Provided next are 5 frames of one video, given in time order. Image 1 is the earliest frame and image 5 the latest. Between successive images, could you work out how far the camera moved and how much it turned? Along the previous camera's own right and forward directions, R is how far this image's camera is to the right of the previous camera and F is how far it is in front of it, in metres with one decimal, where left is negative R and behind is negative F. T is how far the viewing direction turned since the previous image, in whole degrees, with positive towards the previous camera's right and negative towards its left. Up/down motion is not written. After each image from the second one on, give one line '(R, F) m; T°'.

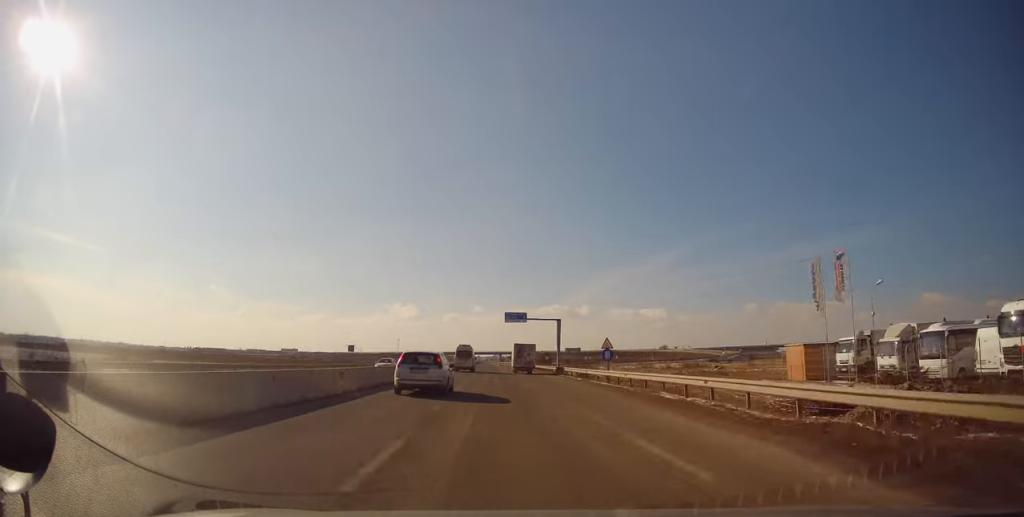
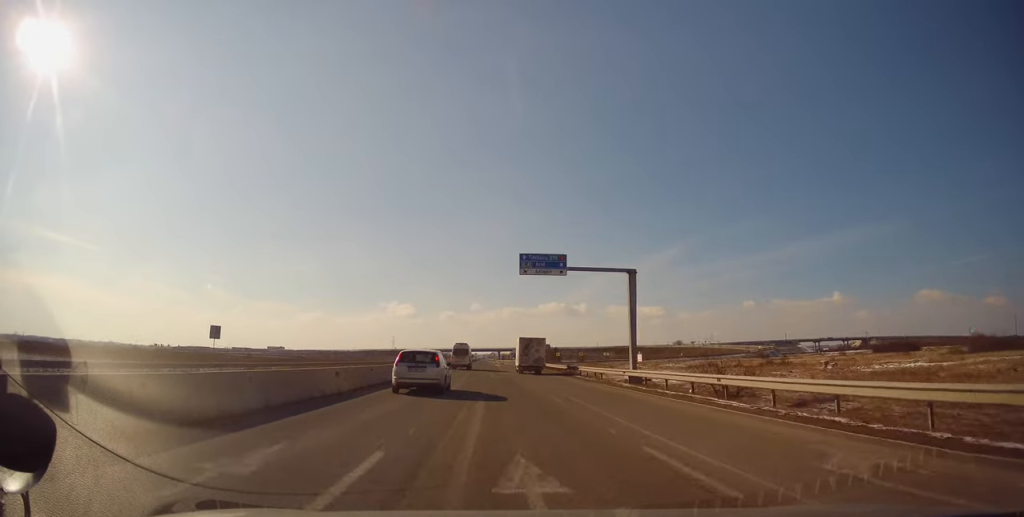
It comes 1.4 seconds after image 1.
(-1.0, +36.1) m; -2°
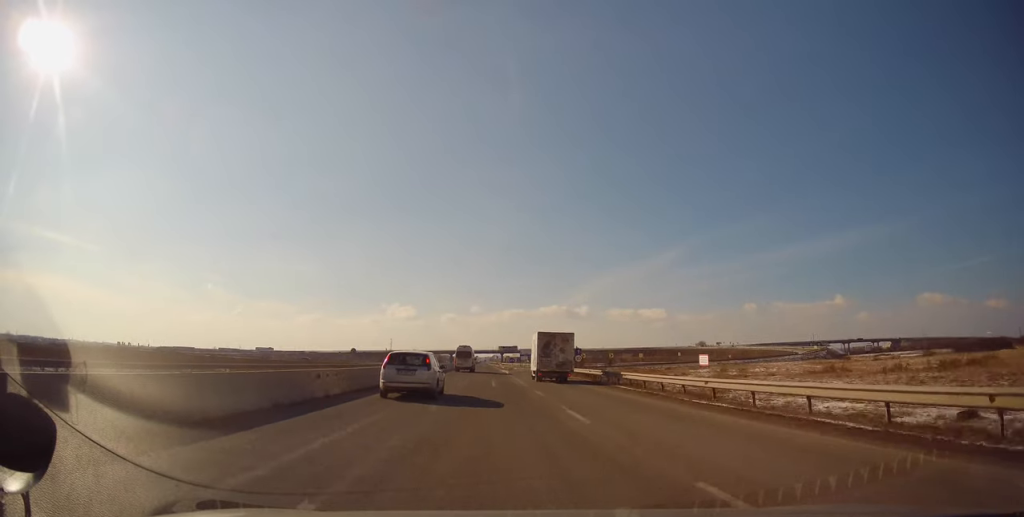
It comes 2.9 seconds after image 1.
(+0.5, +37.8) m; +2°
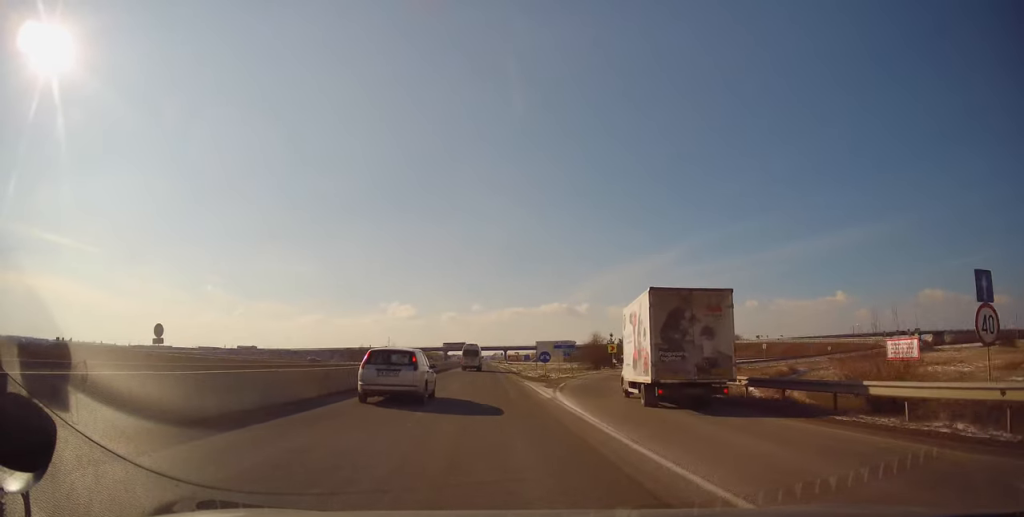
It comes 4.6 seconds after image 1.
(-0.6, +47.8) m; -1°
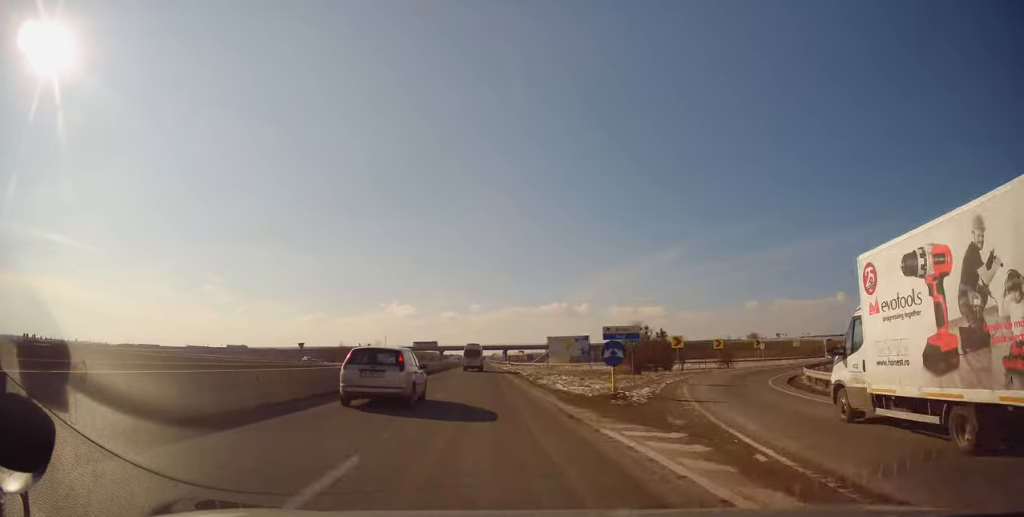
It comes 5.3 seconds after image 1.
(+0.1, +20.7) m; 0°
